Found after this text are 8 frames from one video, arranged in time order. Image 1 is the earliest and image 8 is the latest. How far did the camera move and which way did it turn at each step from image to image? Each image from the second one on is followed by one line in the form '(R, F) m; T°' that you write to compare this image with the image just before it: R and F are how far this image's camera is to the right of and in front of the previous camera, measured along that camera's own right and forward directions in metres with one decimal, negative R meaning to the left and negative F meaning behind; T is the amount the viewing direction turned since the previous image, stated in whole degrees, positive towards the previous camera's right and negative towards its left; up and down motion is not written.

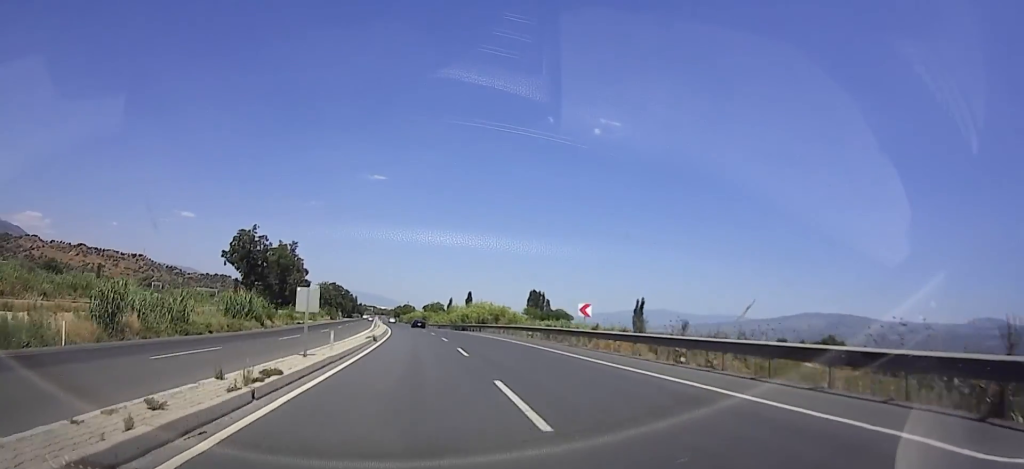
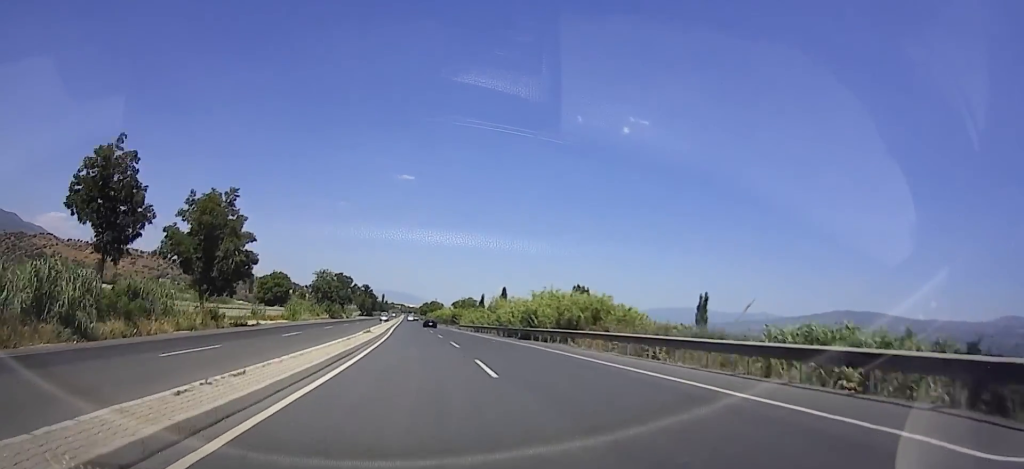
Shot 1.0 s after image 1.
(0.0, +29.7) m; 0°
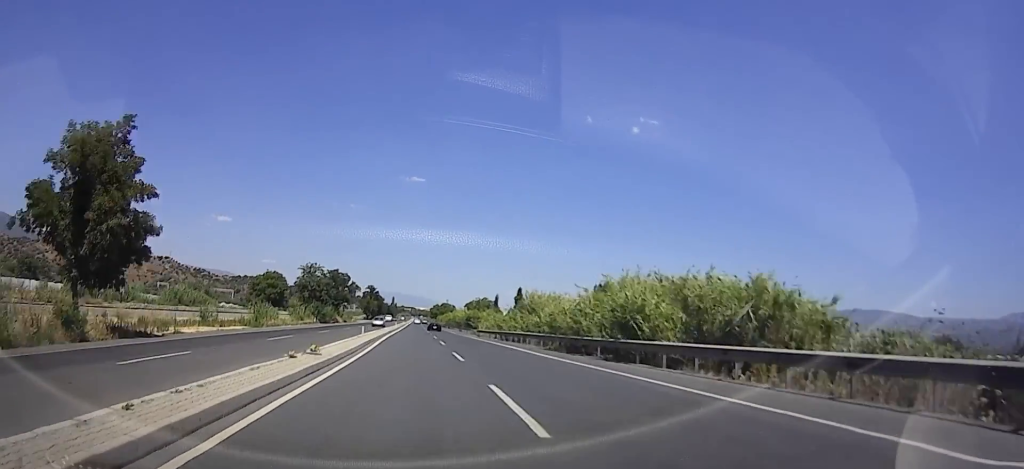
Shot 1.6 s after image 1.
(+0.1, +16.8) m; -1°
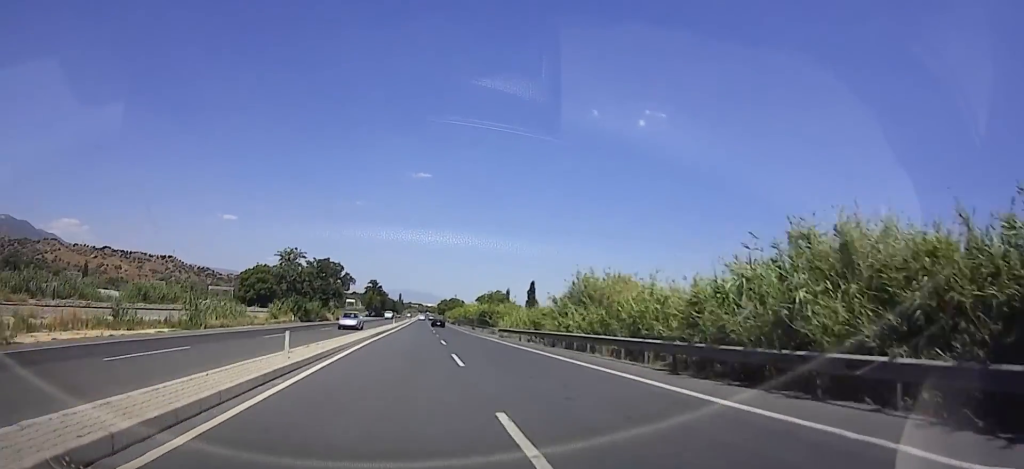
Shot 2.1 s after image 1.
(-0.2, +14.7) m; -1°
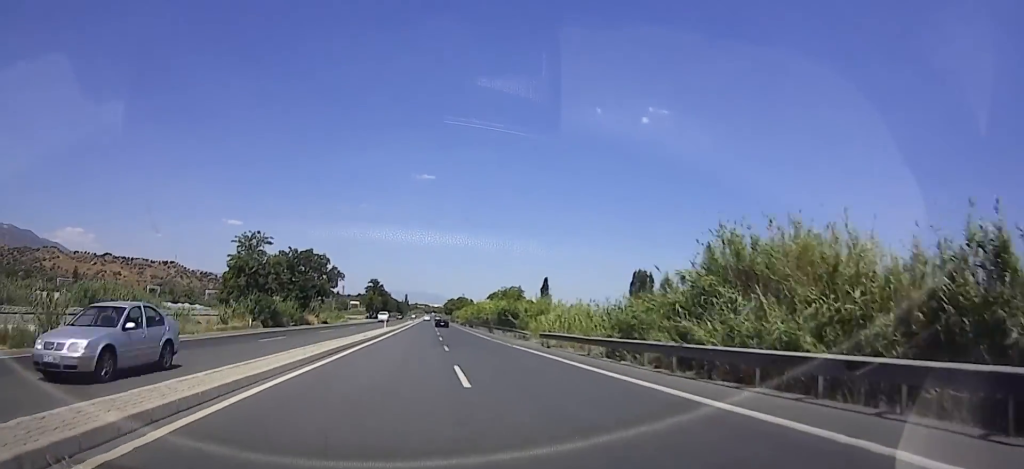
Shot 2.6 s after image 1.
(-0.3, +15.6) m; -1°
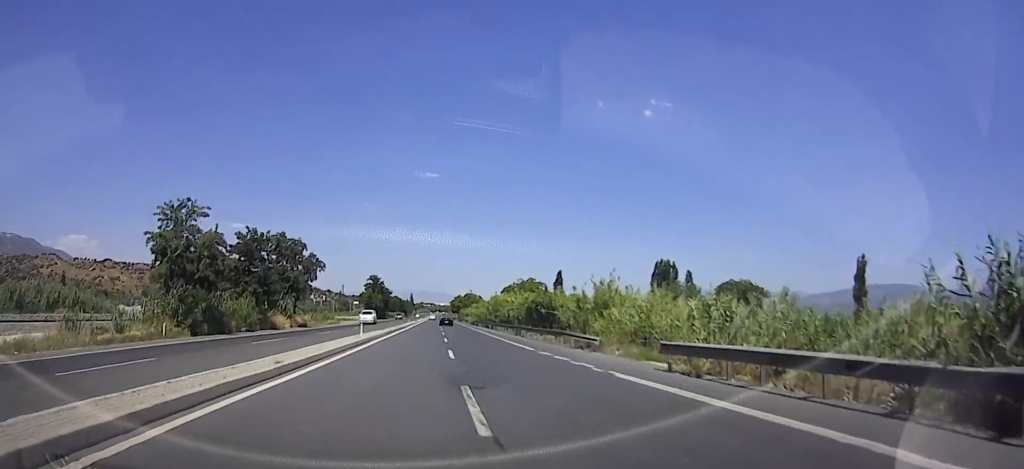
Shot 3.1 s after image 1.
(-0.1, +15.5) m; -1°
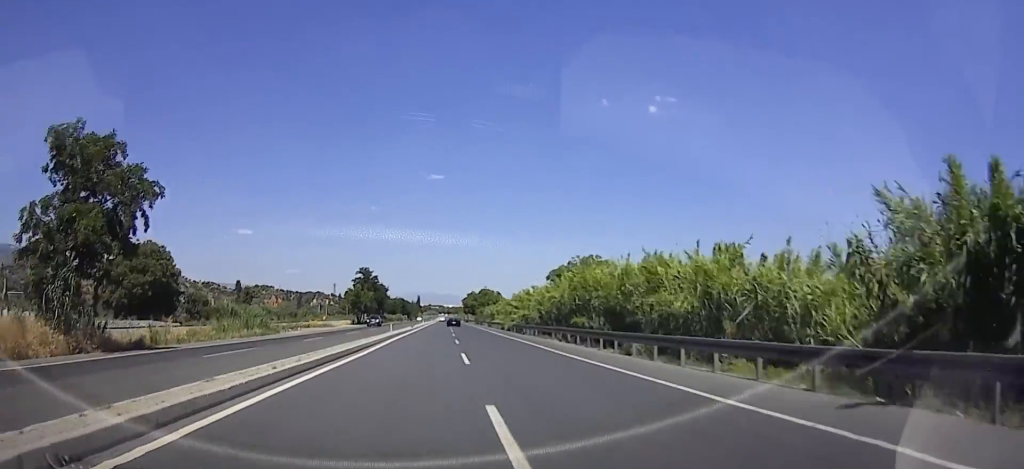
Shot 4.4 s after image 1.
(-0.7, +36.5) m; -2°
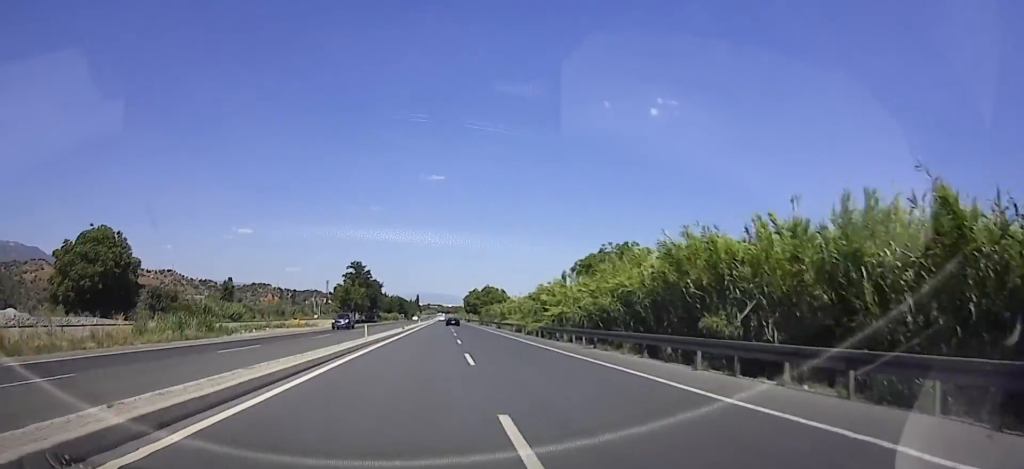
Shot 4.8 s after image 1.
(-0.1, +12.4) m; -1°
